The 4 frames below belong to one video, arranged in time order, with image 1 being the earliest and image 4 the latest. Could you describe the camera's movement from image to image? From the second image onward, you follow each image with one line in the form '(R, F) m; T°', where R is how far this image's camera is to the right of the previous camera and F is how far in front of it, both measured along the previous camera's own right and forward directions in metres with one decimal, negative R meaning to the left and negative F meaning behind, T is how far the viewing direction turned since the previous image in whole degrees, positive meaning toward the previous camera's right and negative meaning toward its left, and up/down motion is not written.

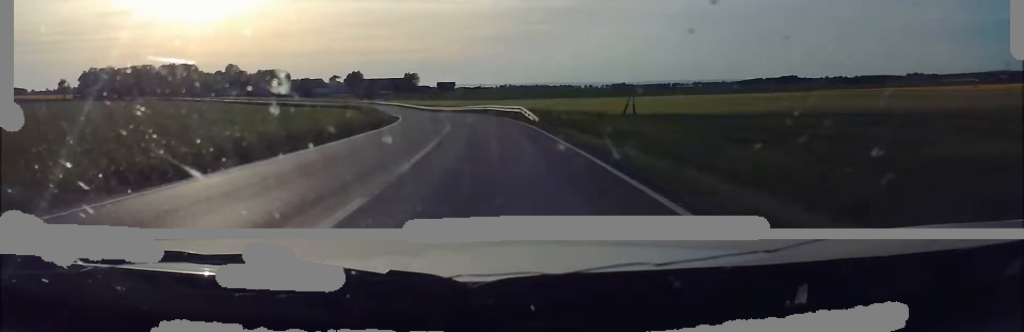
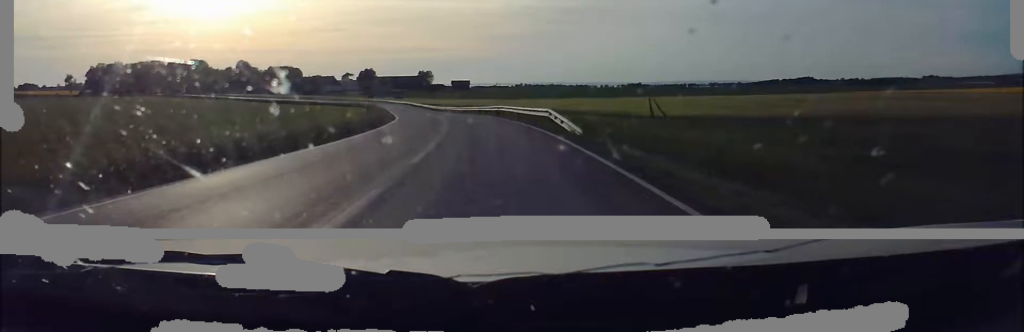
(-0.1, +11.0) m; +1°
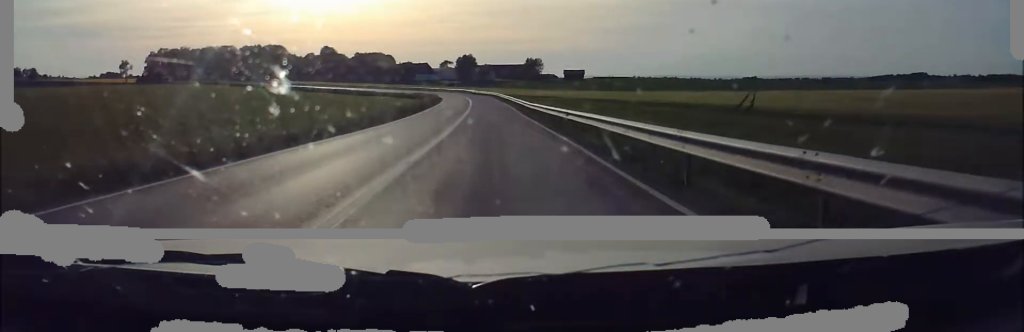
(-5.3, +68.7) m; -11°
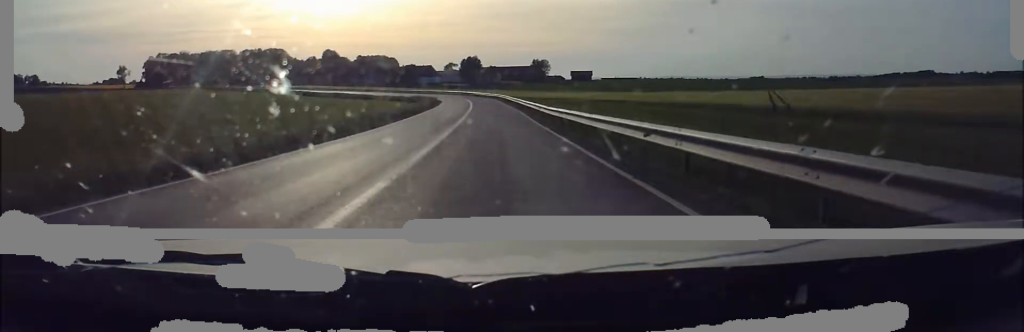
(+0.5, +11.7) m; -1°
